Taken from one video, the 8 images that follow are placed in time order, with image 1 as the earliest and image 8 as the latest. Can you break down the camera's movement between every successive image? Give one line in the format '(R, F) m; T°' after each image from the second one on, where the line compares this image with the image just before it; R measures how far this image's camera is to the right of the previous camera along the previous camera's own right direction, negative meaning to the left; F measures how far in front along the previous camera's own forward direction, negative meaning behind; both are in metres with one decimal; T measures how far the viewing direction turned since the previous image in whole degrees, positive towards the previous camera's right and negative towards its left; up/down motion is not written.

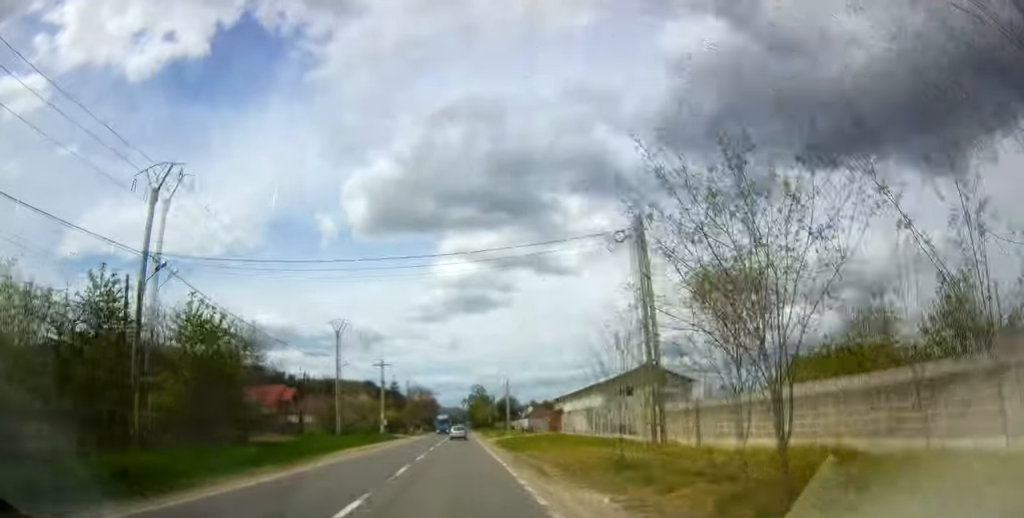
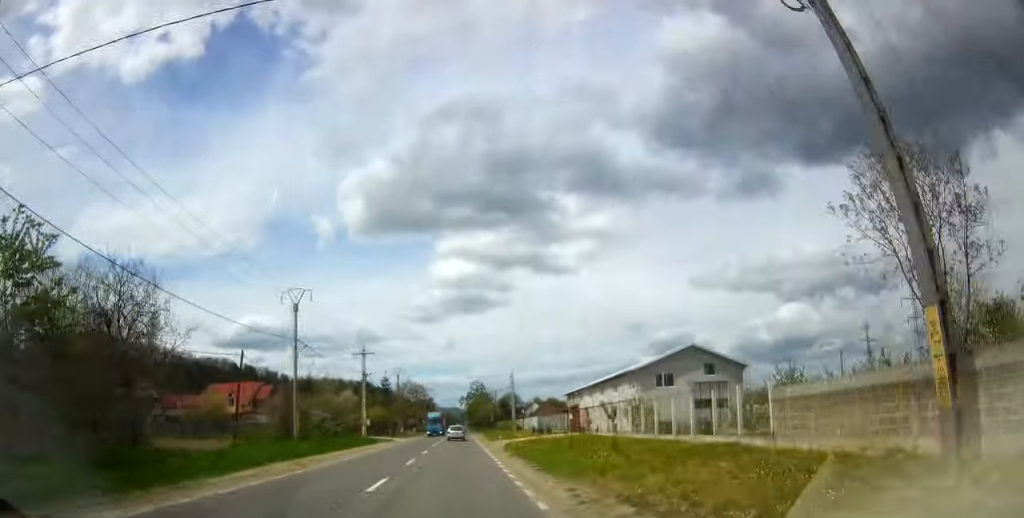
(-0.1, +13.9) m; 0°
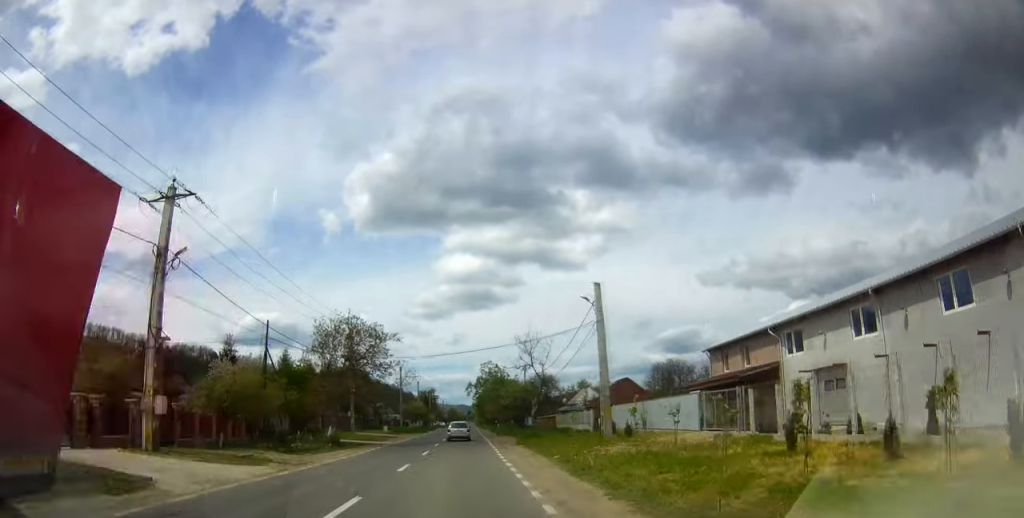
(-0.3, +50.4) m; -1°
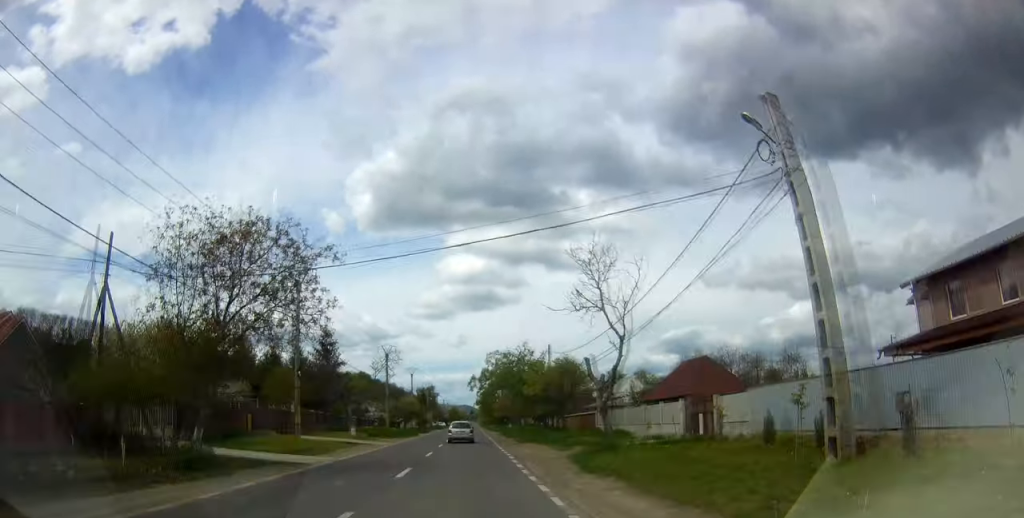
(0.0, +20.7) m; 0°
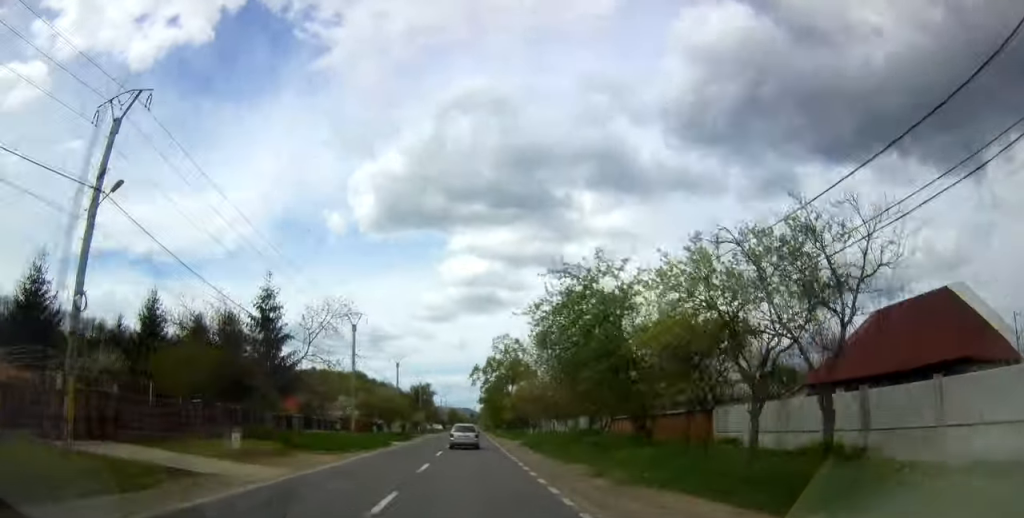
(-0.2, +25.2) m; 0°
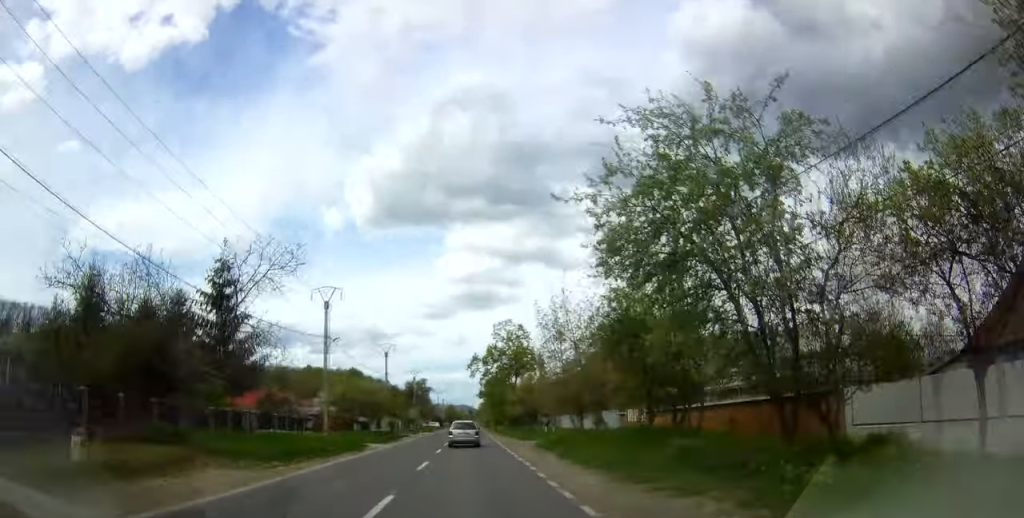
(+0.1, +10.4) m; 0°
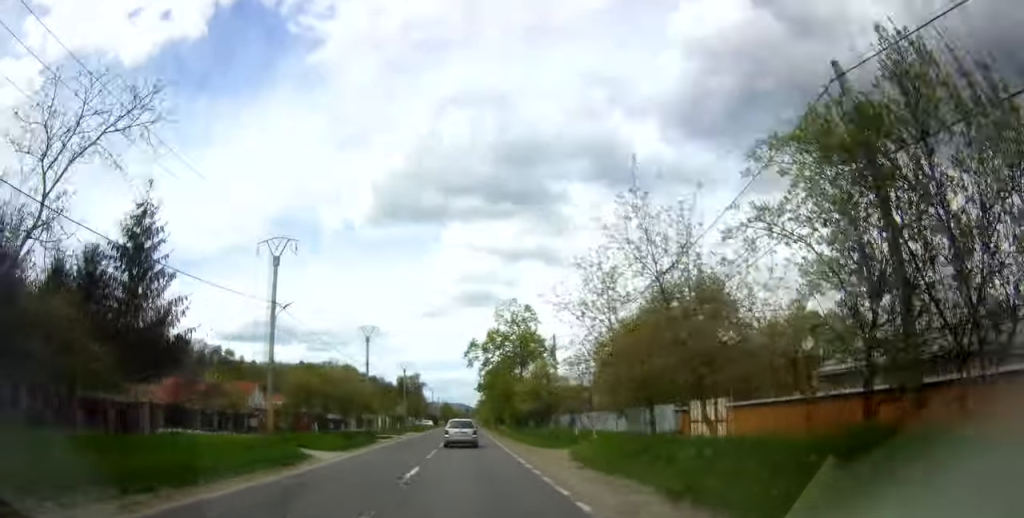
(+0.1, +13.1) m; 0°
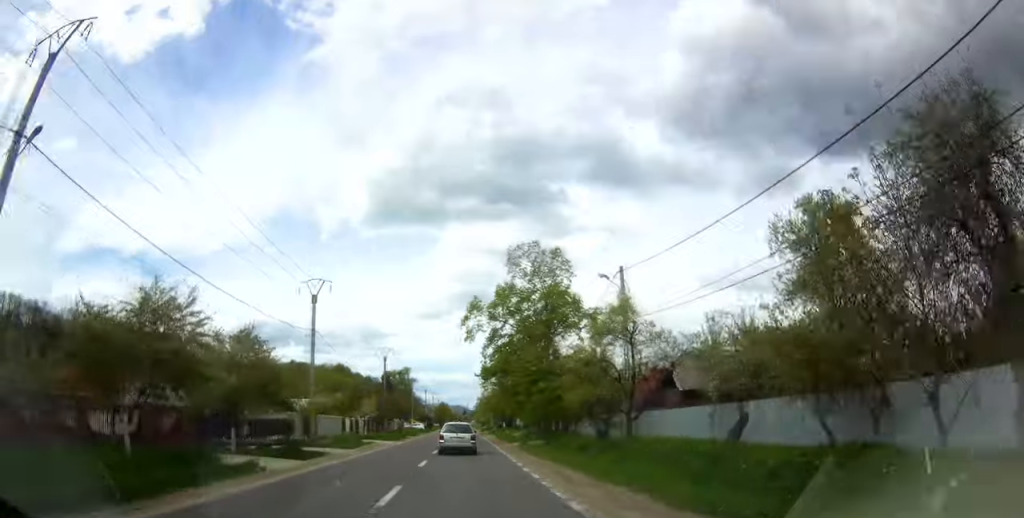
(+0.1, +23.5) m; 0°
